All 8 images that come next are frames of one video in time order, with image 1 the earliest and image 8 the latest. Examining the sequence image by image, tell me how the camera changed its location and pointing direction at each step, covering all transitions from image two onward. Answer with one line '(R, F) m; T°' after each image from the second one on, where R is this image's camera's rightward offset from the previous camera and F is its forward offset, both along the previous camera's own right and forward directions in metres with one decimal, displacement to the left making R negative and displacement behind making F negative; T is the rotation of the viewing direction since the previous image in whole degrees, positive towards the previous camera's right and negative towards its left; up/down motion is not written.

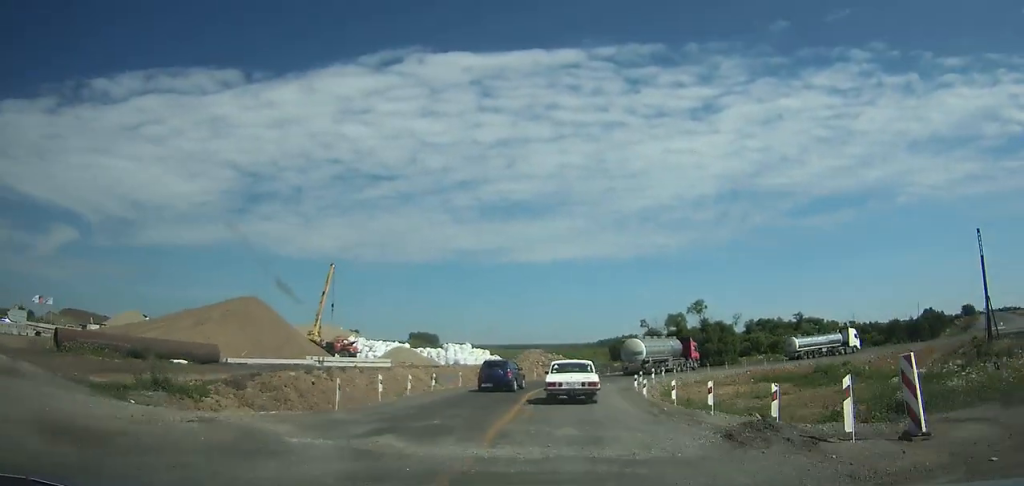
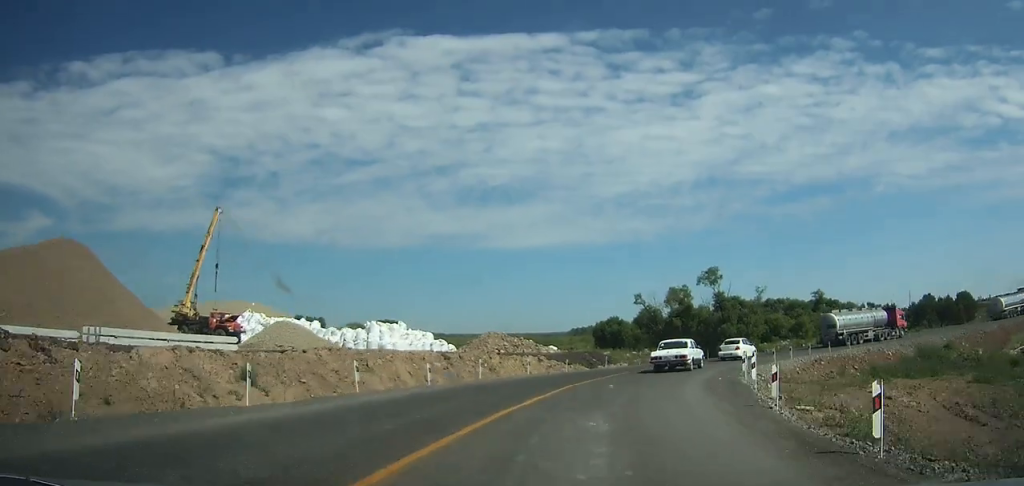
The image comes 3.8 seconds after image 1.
(-2.7, +30.0) m; +2°
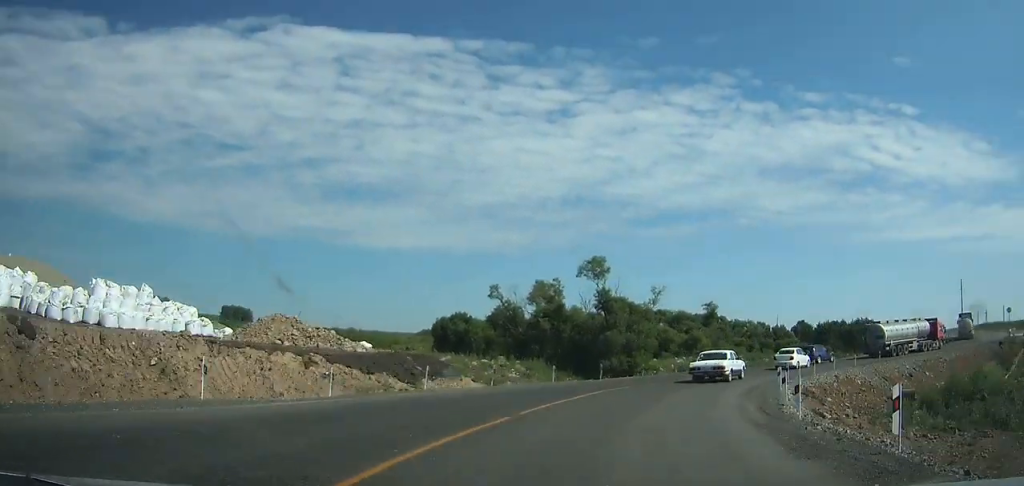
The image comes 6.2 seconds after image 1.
(+2.3, +19.6) m; +22°
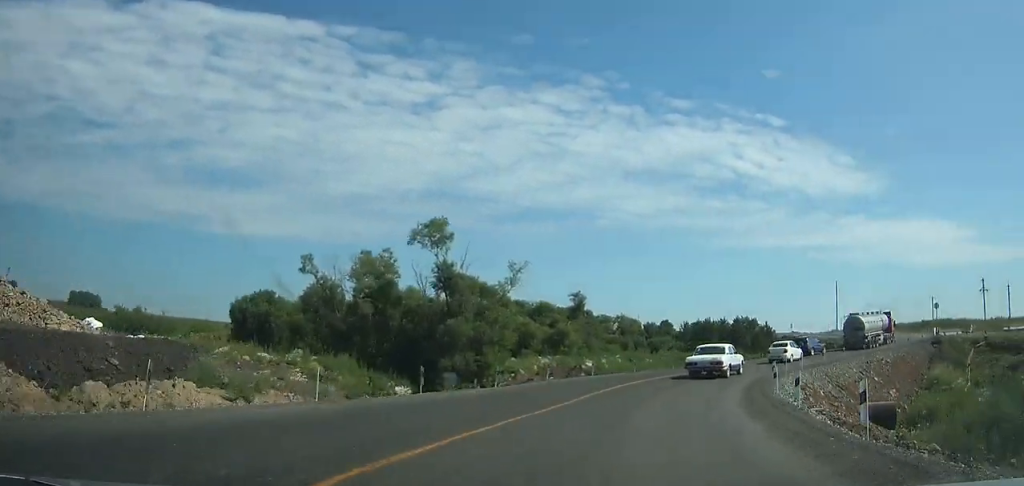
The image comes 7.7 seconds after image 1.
(+2.3, +12.2) m; +11°
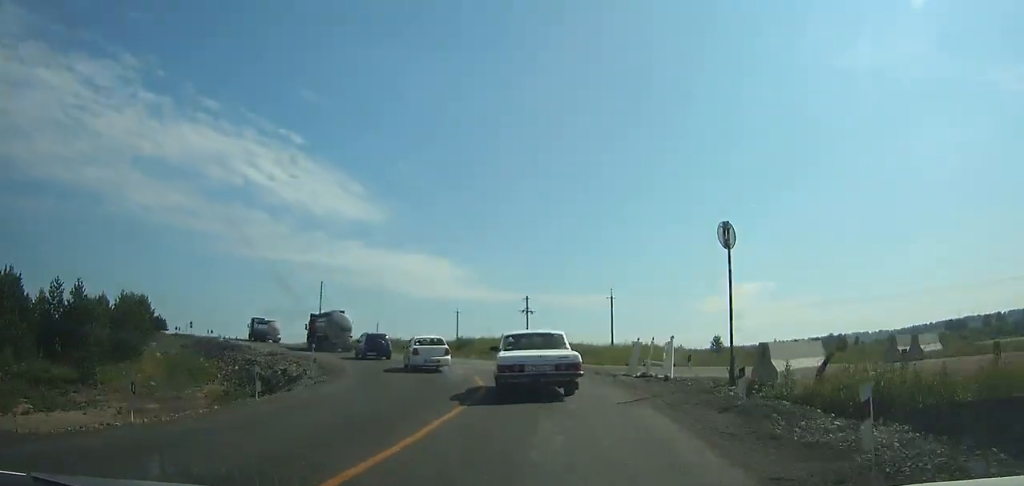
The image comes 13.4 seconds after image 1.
(+12.2, +48.9) m; +21°
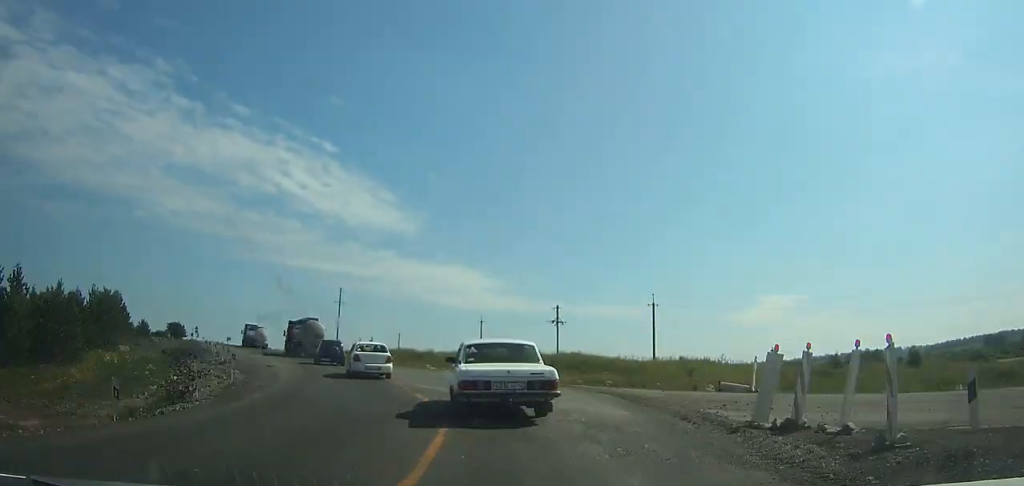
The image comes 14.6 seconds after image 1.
(+1.4, +10.0) m; +1°
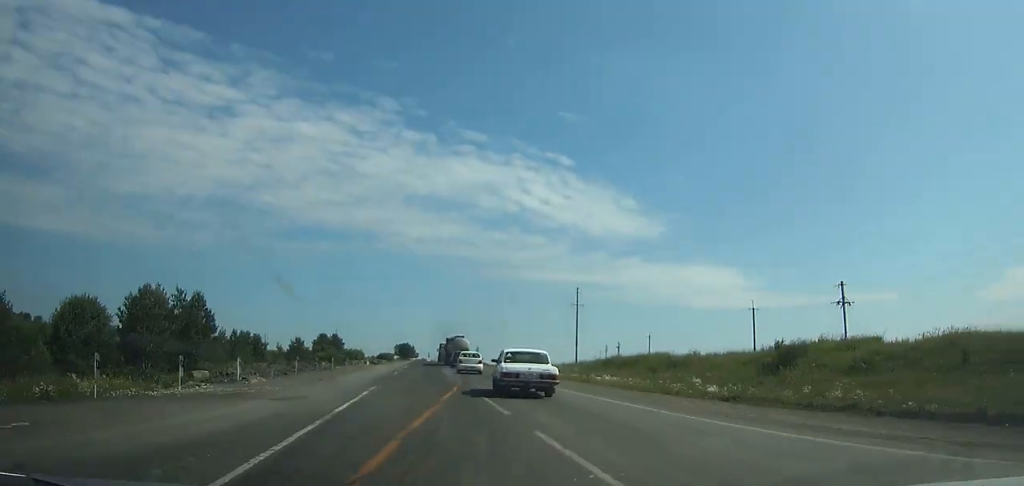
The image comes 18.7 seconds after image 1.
(-1.4, +34.1) m; -13°
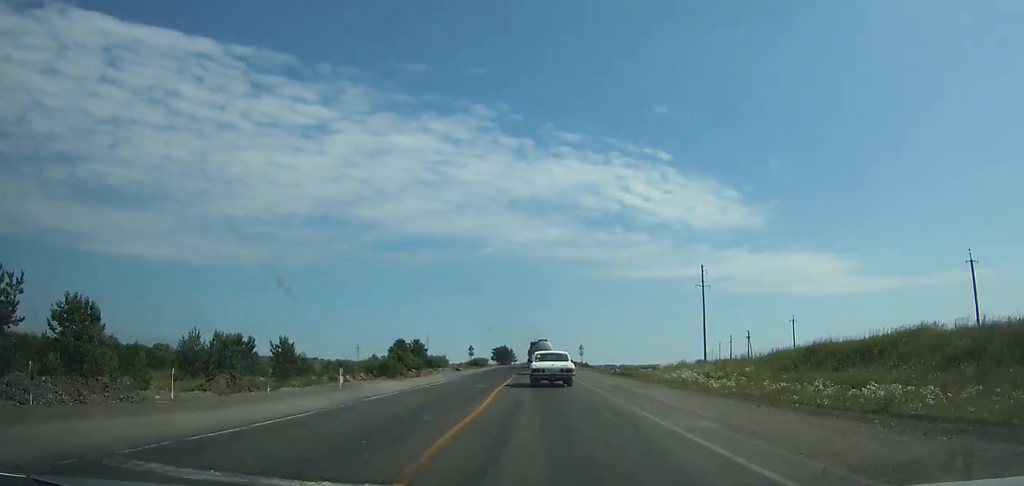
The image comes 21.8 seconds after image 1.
(-3.3, +28.5) m; -9°
